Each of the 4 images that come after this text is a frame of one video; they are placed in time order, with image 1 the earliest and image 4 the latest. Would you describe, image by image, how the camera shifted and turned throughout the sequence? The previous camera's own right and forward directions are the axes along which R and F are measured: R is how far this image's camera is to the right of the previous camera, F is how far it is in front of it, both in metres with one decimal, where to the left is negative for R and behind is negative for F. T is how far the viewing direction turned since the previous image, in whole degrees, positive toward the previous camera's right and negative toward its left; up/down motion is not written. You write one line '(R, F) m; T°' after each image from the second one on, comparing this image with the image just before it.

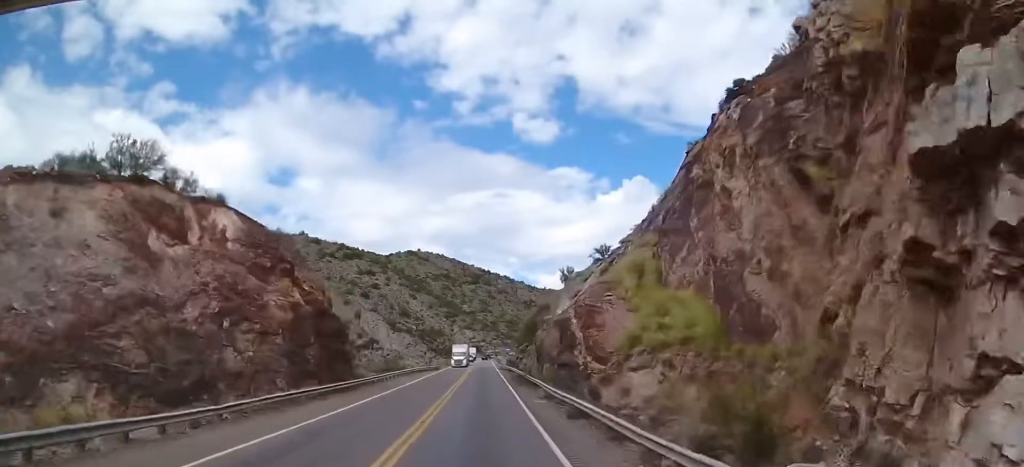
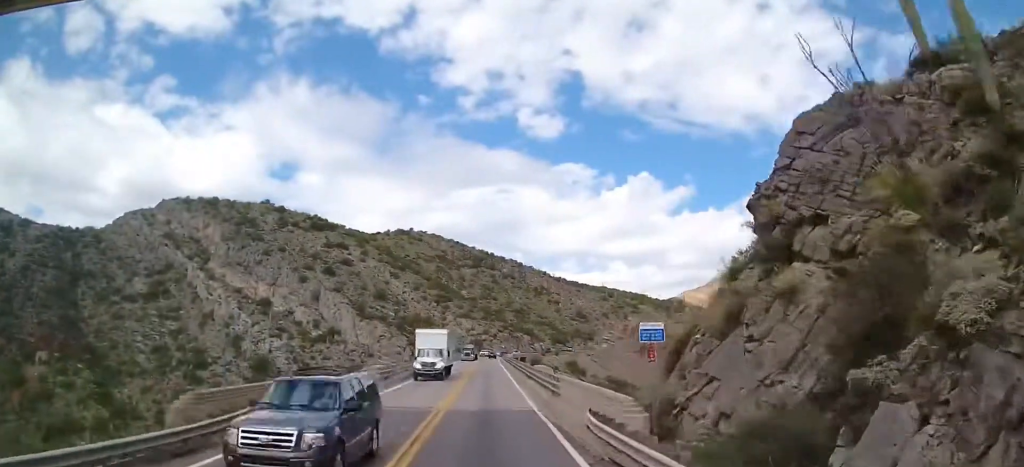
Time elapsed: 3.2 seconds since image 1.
(+0.1, +75.0) m; 0°
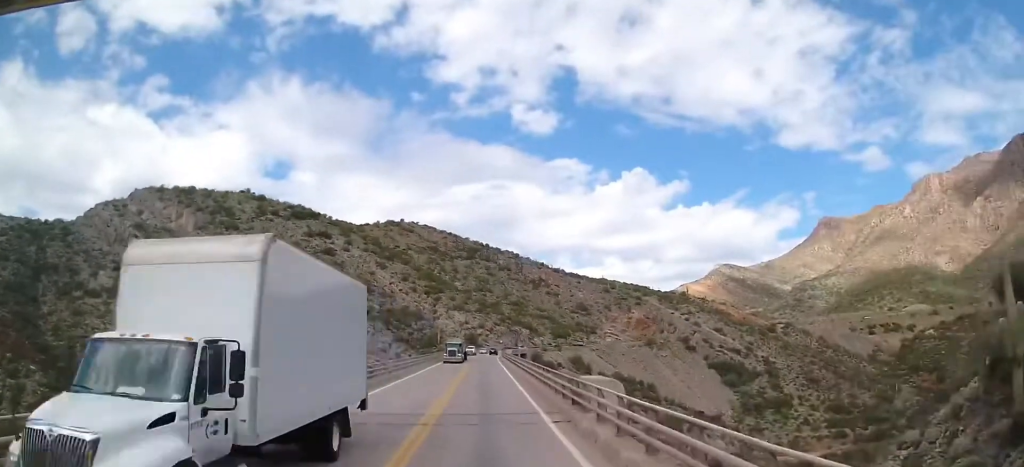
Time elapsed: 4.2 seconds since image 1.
(0.0, +20.8) m; 0°
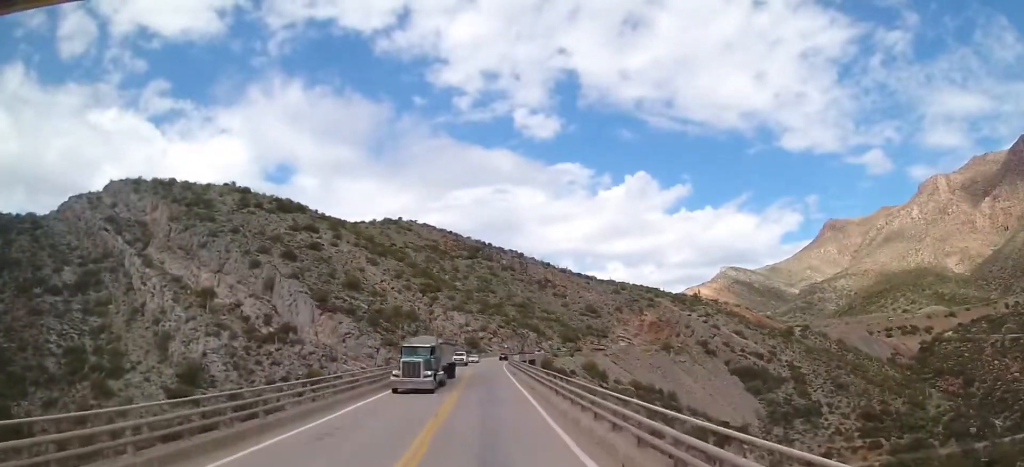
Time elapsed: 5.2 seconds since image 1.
(0.0, +22.8) m; 0°
